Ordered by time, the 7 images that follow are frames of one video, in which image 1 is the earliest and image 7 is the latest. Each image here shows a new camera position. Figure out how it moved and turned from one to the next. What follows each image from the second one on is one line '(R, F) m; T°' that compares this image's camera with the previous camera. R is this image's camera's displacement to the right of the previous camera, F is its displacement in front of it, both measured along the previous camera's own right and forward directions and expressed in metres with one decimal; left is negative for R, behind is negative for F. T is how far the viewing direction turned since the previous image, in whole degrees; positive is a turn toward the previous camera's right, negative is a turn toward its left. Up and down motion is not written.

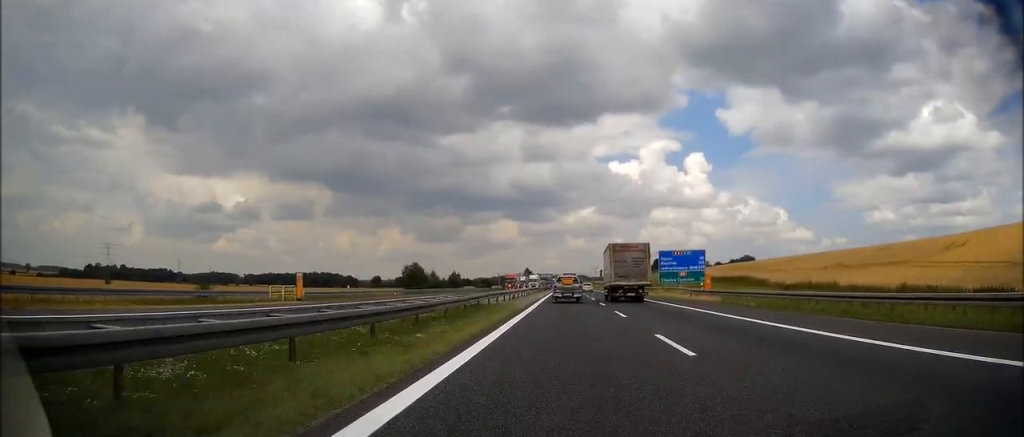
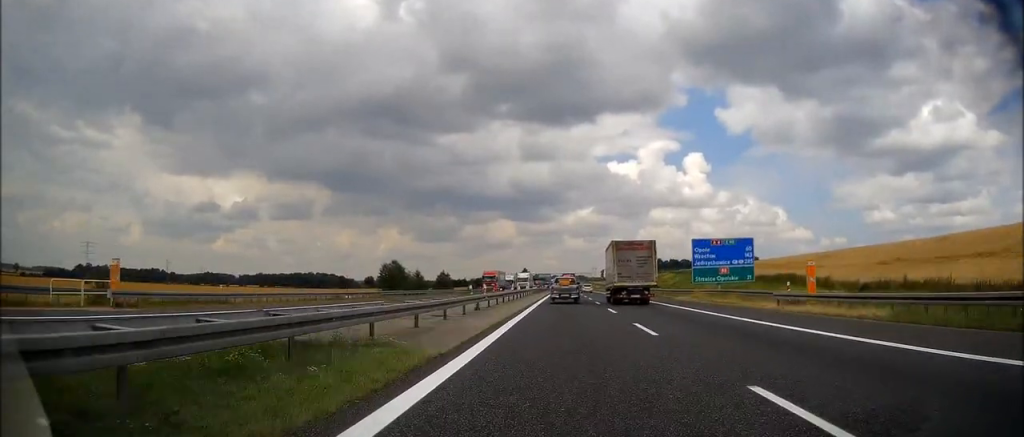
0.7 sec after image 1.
(0.0, +20.1) m; 0°
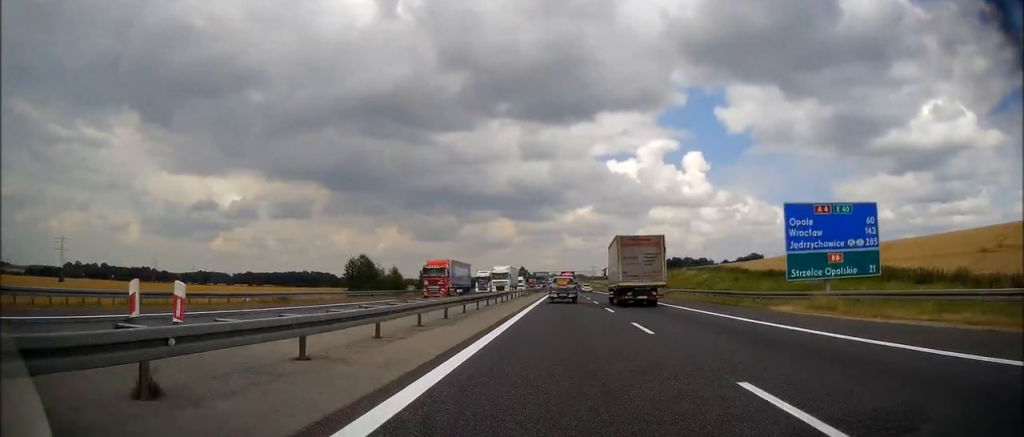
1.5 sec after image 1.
(+0.1, +23.7) m; 0°
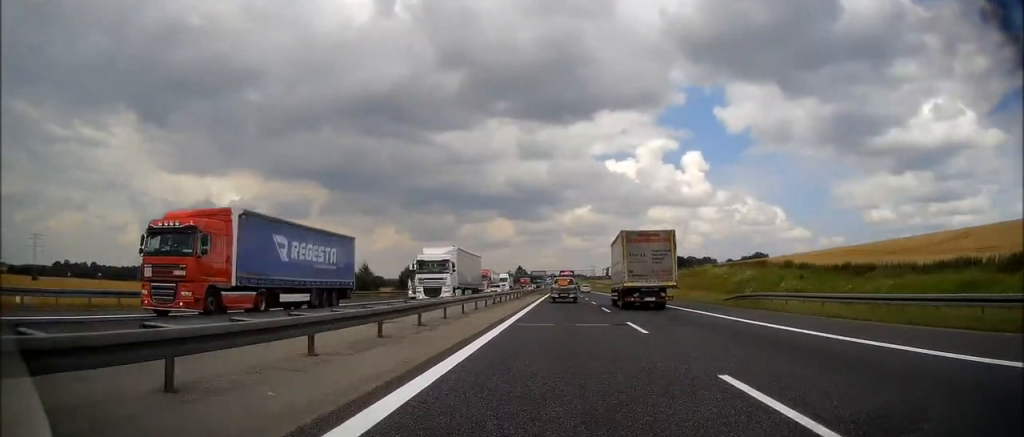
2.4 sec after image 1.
(+0.1, +23.6) m; 0°
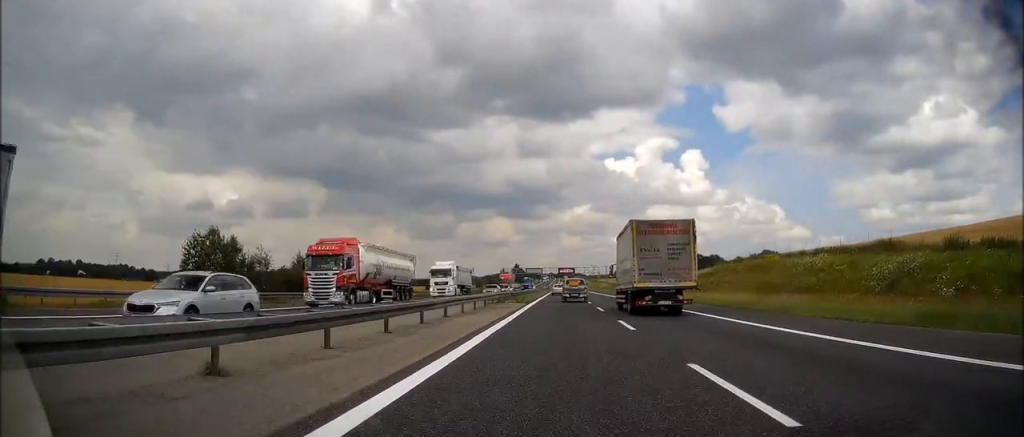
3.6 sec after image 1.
(0.0, +34.8) m; 0°
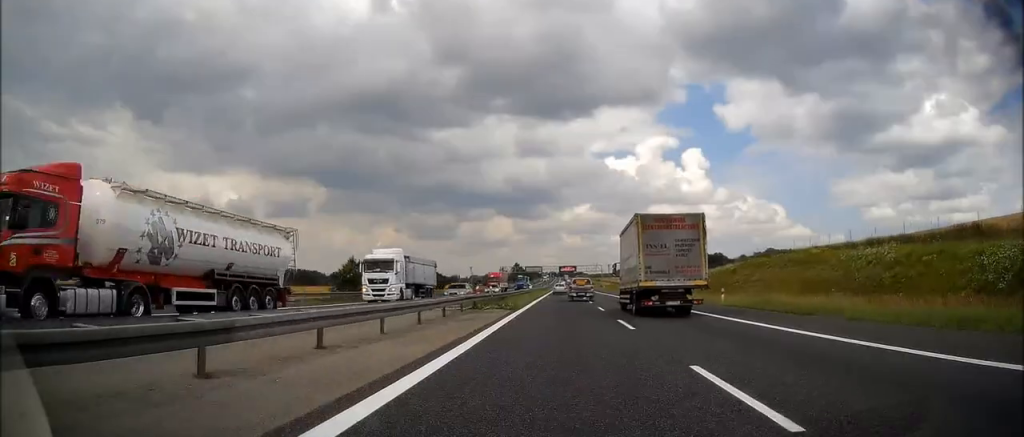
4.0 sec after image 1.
(0.0, +12.2) m; 0°
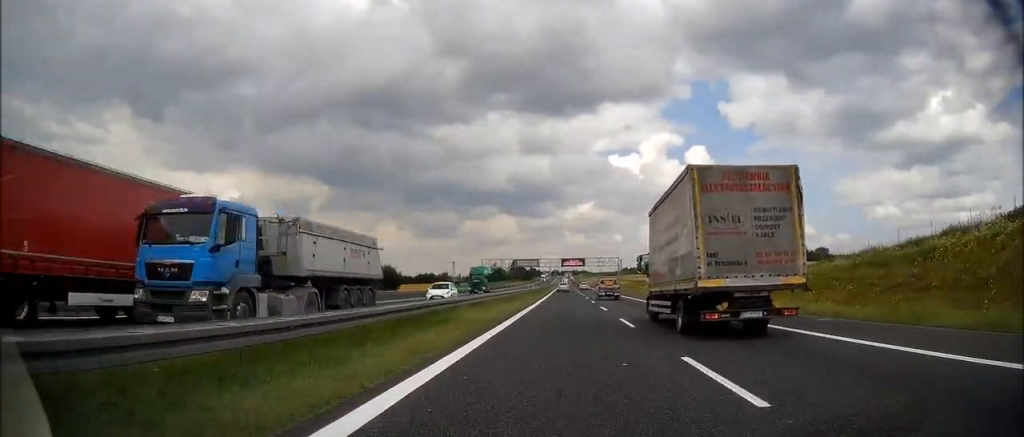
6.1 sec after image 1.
(-0.2, +59.3) m; 0°
